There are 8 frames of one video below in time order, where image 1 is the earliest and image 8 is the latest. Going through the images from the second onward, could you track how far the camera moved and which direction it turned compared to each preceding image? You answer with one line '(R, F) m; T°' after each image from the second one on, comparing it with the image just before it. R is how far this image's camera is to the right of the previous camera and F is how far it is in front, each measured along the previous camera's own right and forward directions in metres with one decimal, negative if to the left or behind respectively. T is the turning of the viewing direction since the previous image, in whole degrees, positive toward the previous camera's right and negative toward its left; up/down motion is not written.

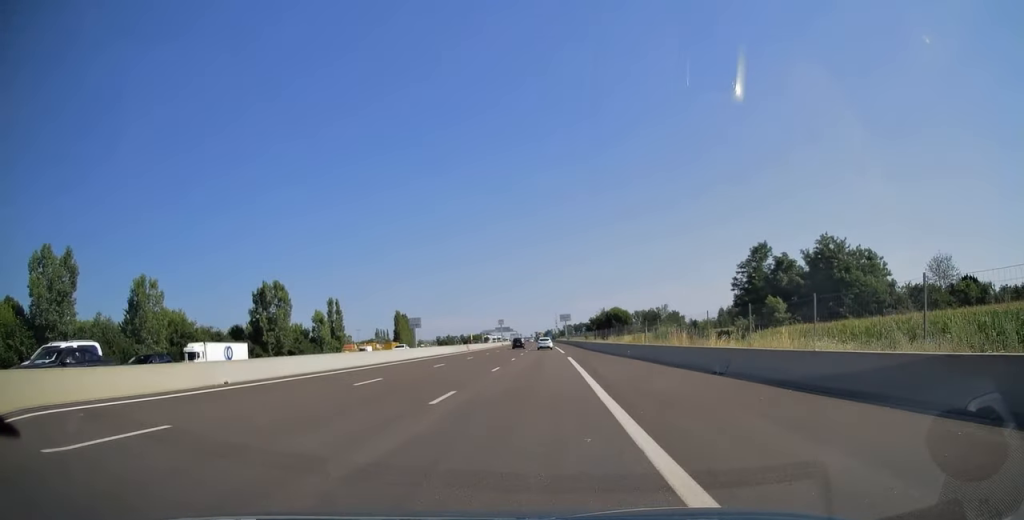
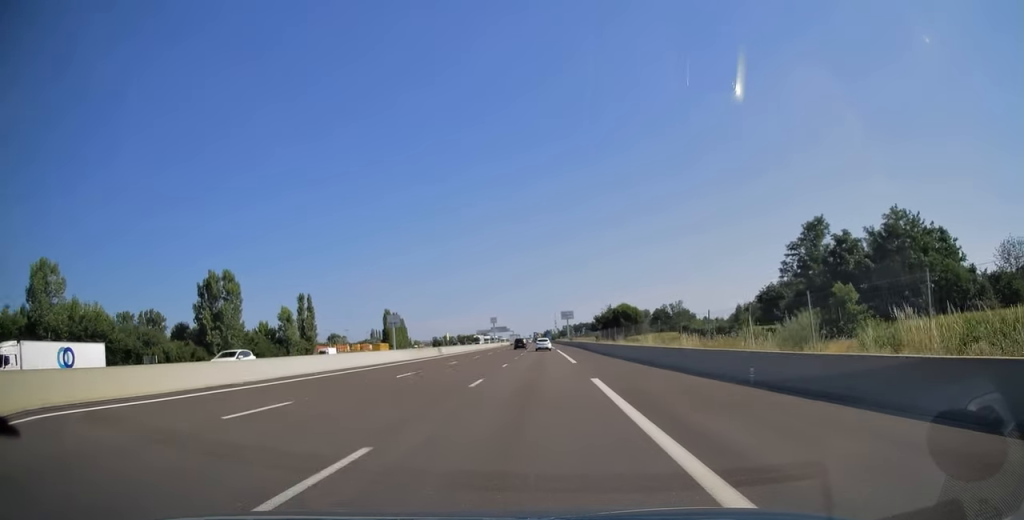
(0.0, +21.1) m; 0°
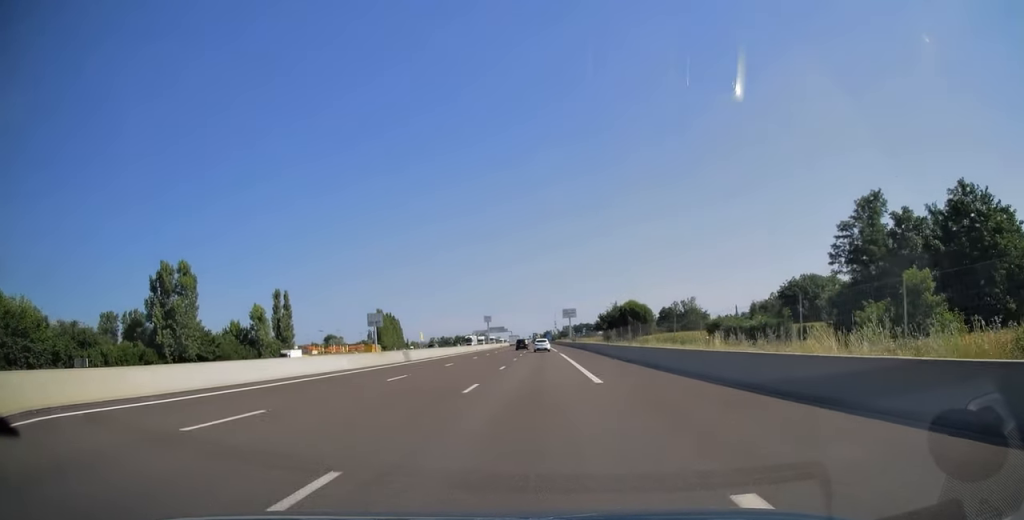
(0.0, +14.4) m; 0°
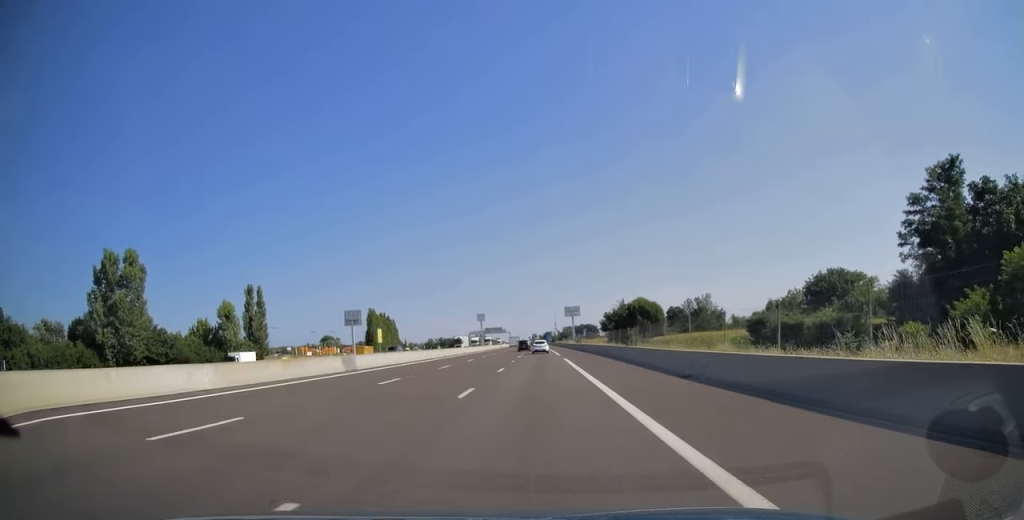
(0.0, +13.9) m; 0°
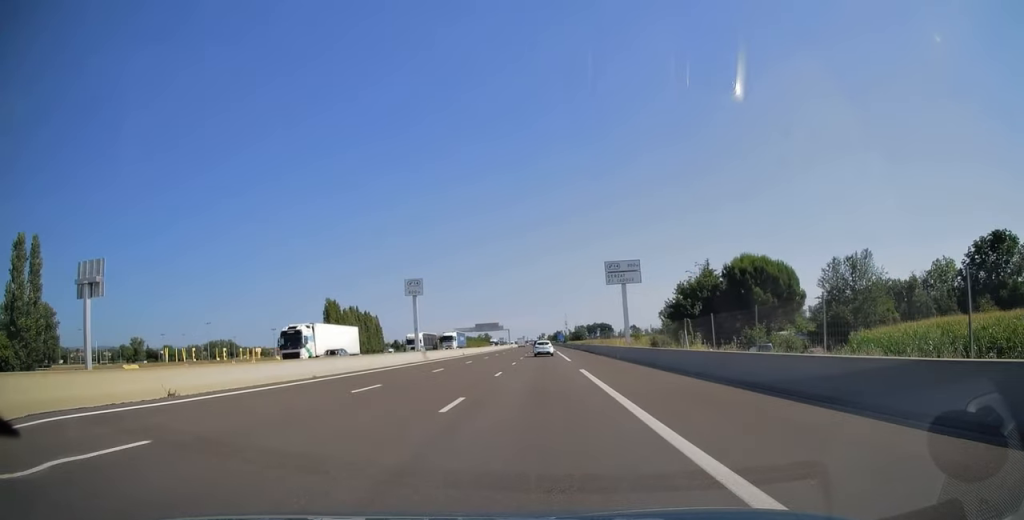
(-0.2, +67.3) m; 0°
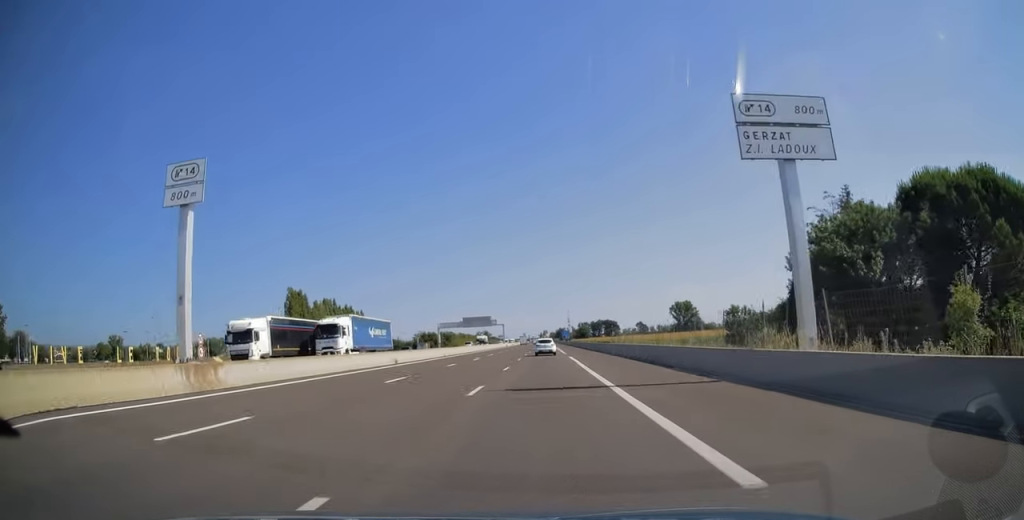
(-0.1, +35.5) m; 0°
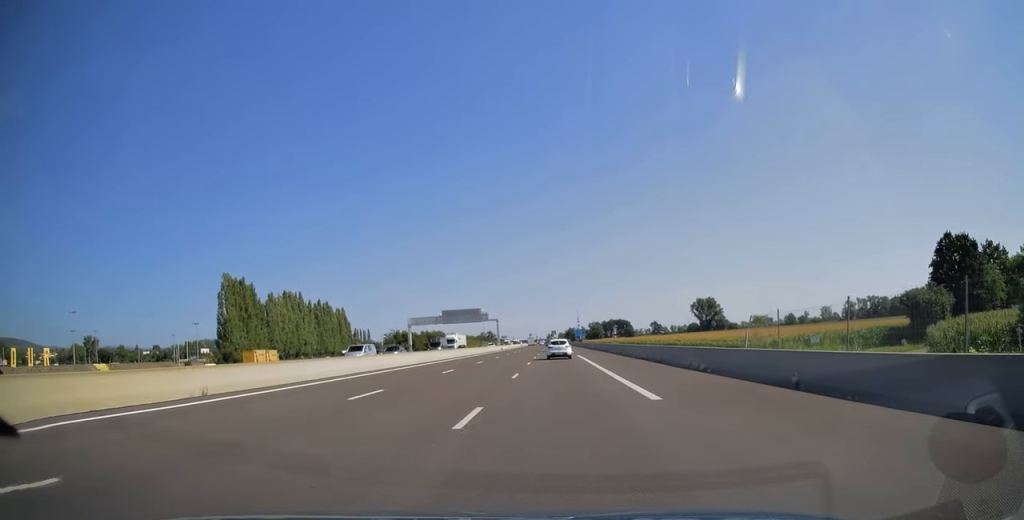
(-0.3, +44.3) m; -1°
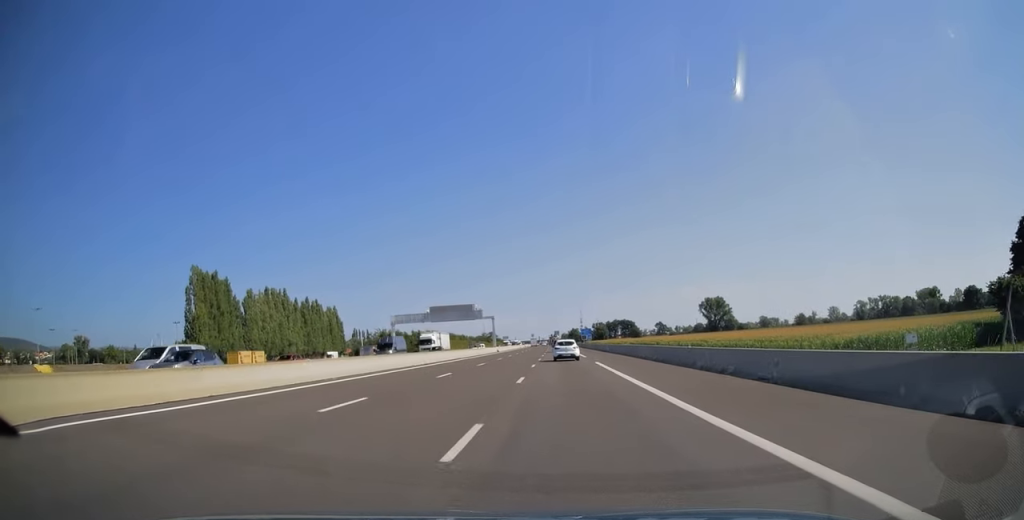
(0.0, +15.4) m; 0°
